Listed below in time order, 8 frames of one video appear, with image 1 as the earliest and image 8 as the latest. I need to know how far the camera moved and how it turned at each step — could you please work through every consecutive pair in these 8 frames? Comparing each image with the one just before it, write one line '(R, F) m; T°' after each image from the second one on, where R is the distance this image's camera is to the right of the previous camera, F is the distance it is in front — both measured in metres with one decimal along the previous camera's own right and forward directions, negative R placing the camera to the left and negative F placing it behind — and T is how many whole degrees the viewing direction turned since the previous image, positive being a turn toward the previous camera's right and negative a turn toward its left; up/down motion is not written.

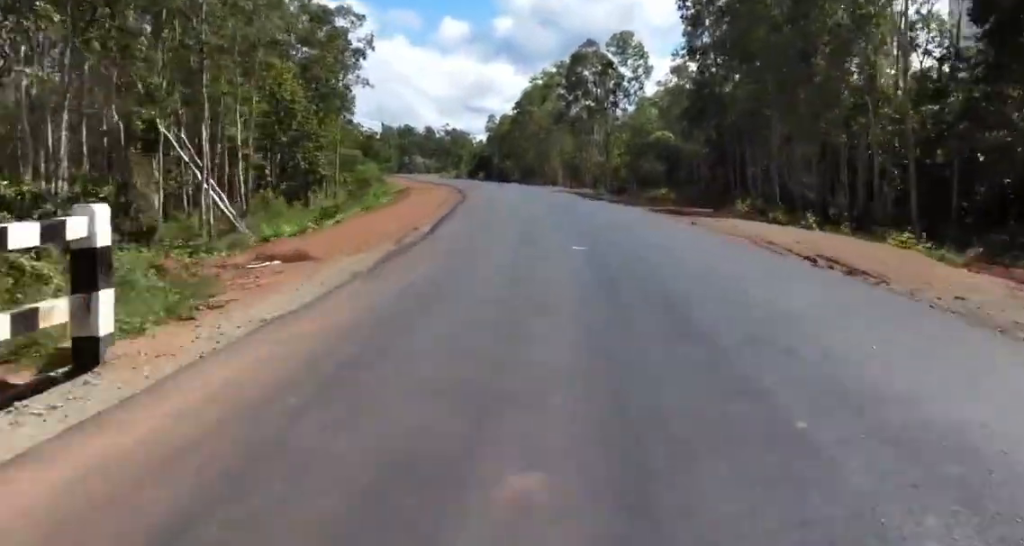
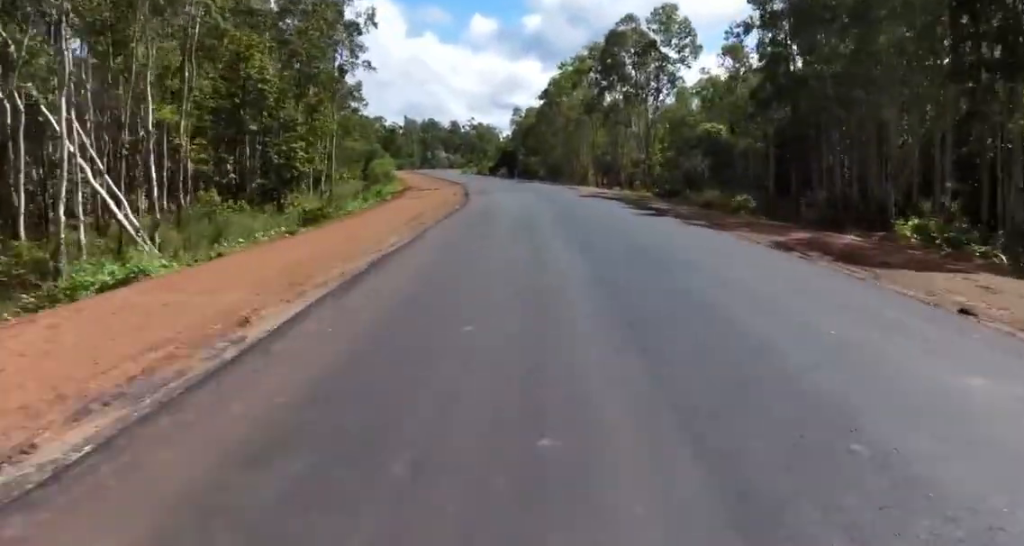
(-0.1, +10.0) m; 0°
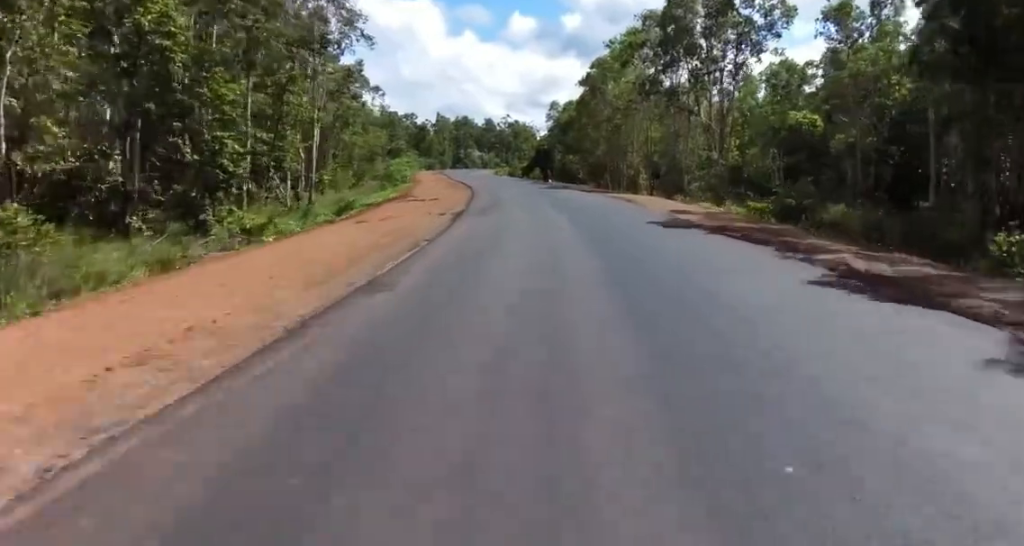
(0.0, +14.0) m; -1°
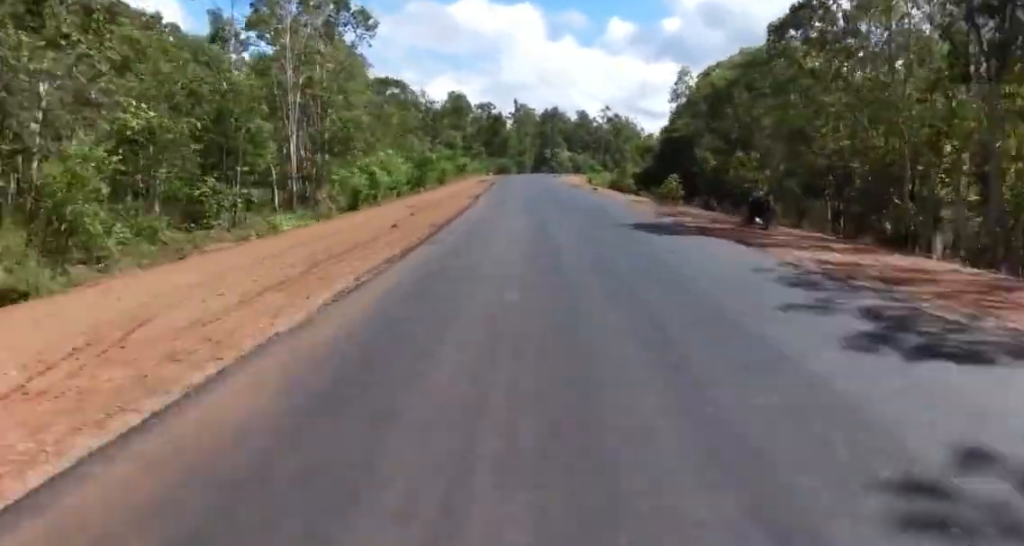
(-4.7, +49.3) m; -8°
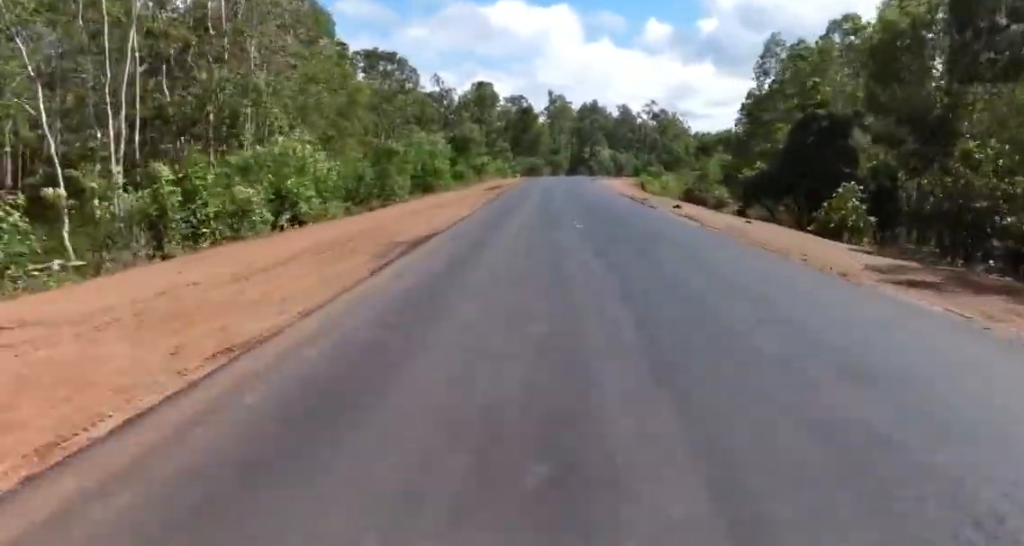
(0.0, +22.6) m; 0°
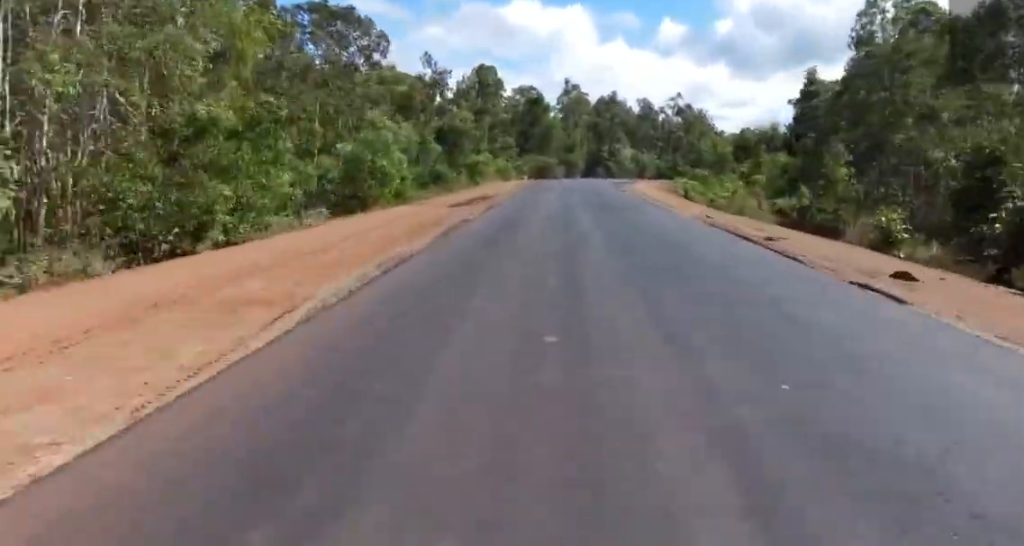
(0.0, +18.9) m; 0°
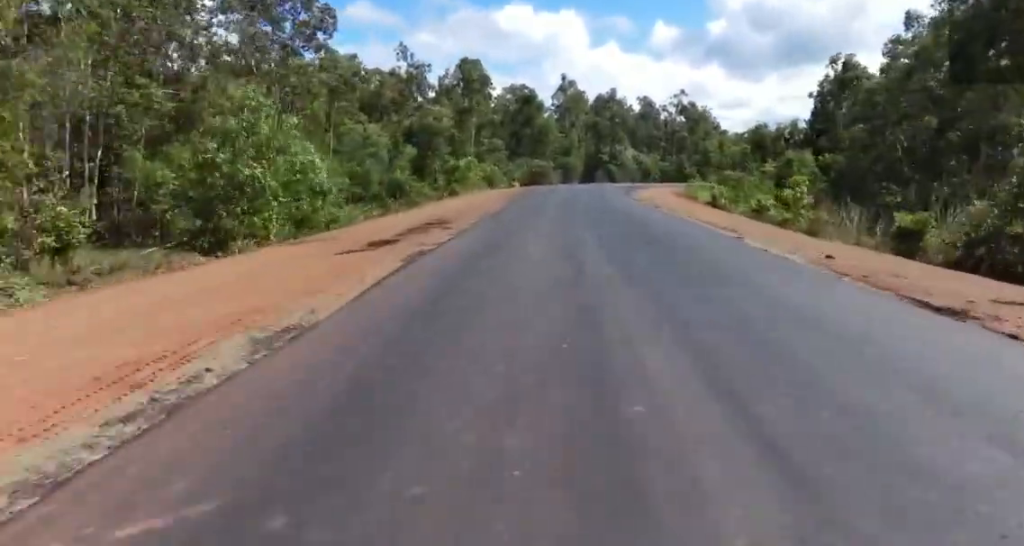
(+0.1, +11.5) m; -1°
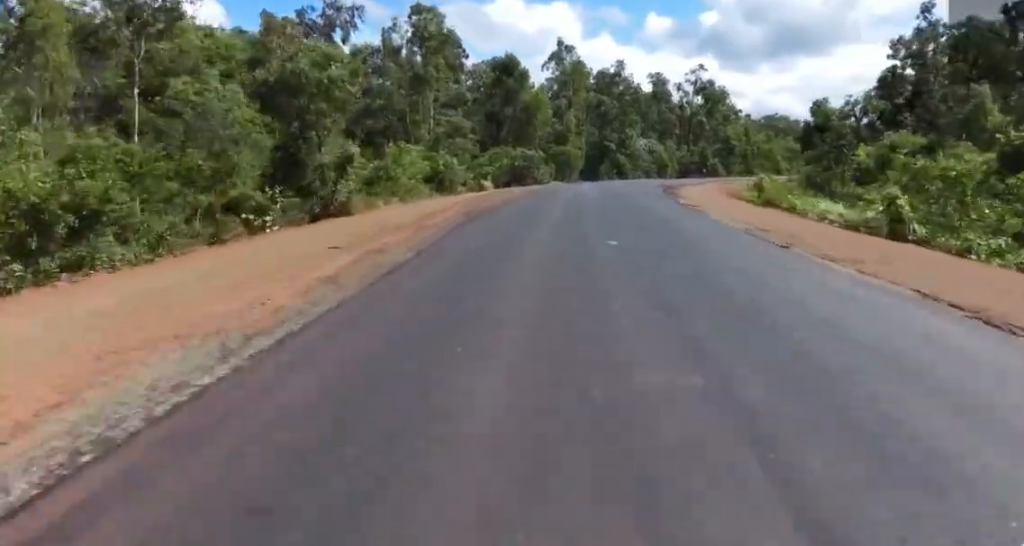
(-1.5, +23.8) m; -5°
